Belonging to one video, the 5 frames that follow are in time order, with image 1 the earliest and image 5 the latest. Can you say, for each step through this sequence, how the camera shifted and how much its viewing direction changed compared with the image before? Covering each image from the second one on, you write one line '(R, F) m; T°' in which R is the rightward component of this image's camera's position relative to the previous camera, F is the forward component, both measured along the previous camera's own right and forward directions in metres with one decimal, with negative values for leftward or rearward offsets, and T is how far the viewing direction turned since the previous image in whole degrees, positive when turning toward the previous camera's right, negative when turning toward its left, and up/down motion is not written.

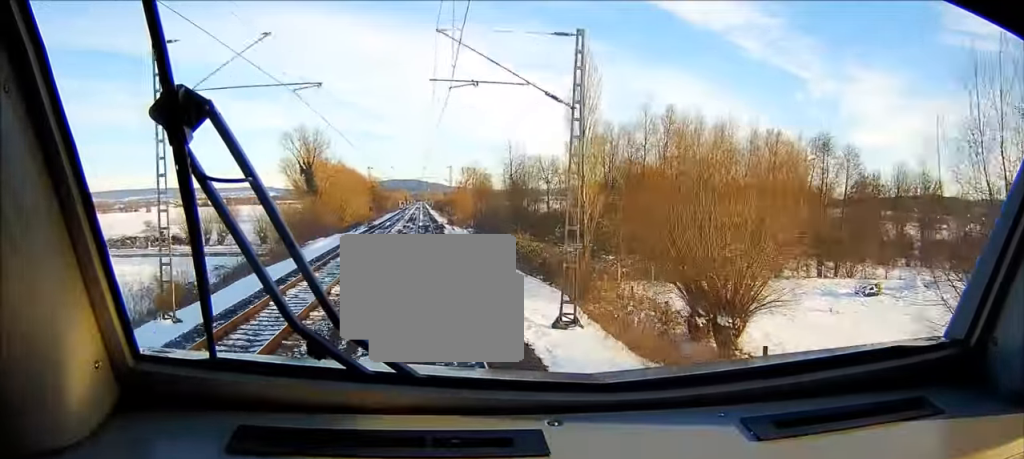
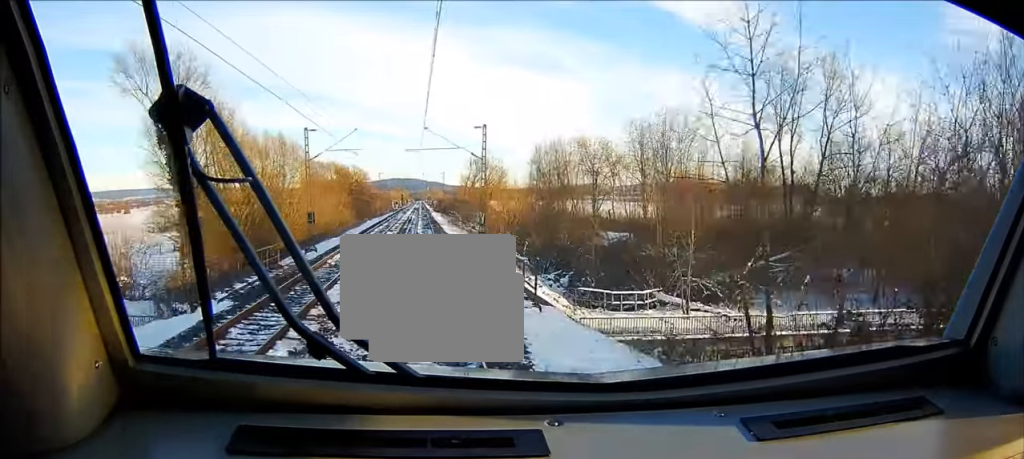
(-0.1, +51.7) m; 0°
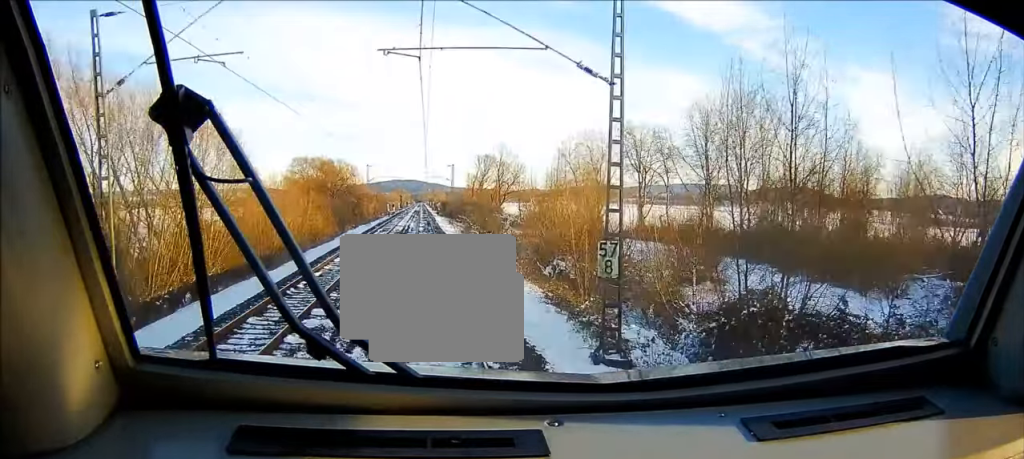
(0.0, +30.9) m; 0°
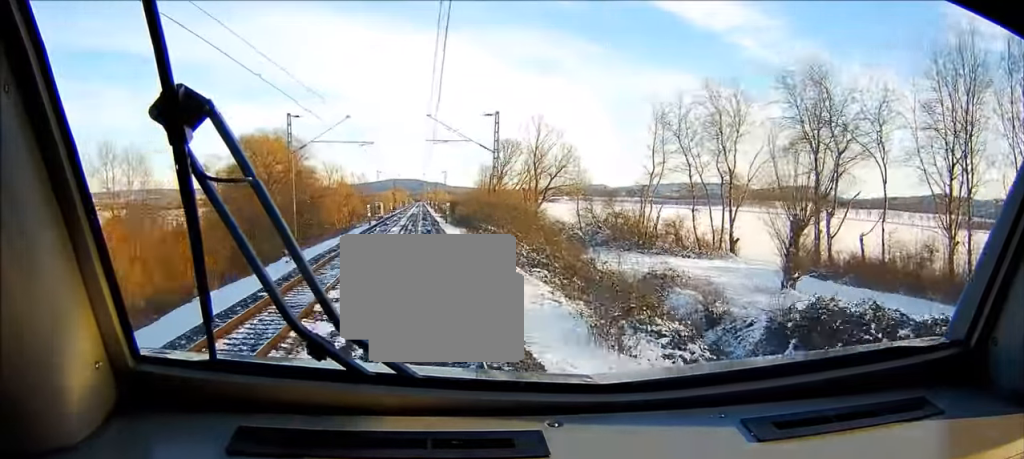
(0.0, +54.7) m; 0°
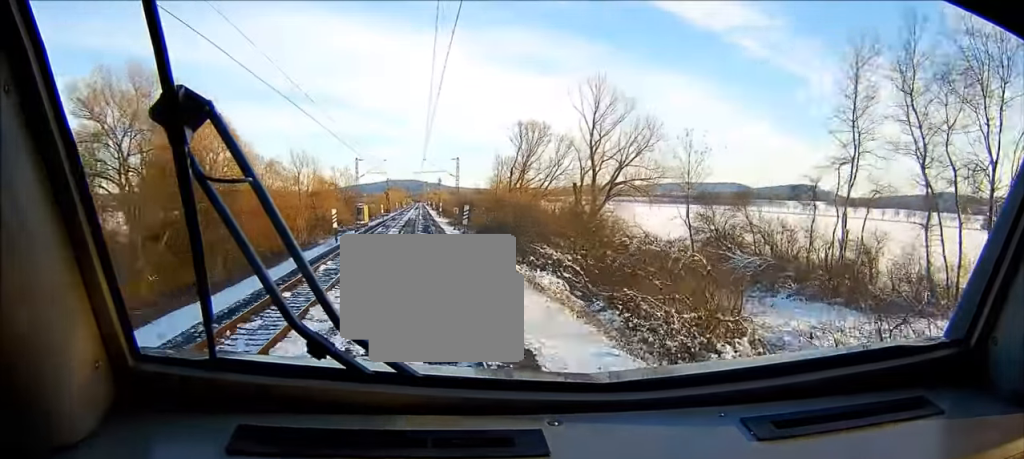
(+0.1, +37.5) m; 0°
